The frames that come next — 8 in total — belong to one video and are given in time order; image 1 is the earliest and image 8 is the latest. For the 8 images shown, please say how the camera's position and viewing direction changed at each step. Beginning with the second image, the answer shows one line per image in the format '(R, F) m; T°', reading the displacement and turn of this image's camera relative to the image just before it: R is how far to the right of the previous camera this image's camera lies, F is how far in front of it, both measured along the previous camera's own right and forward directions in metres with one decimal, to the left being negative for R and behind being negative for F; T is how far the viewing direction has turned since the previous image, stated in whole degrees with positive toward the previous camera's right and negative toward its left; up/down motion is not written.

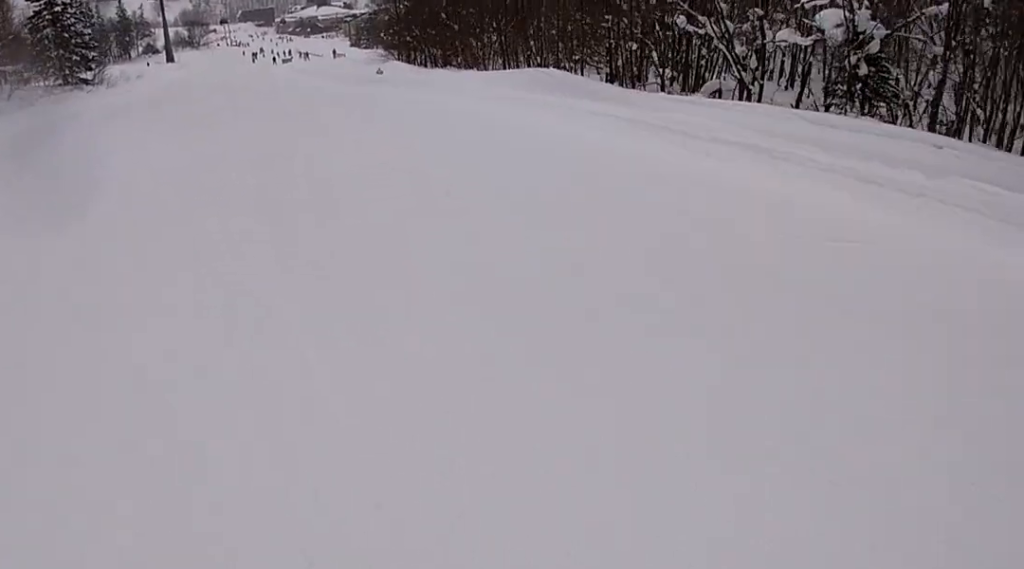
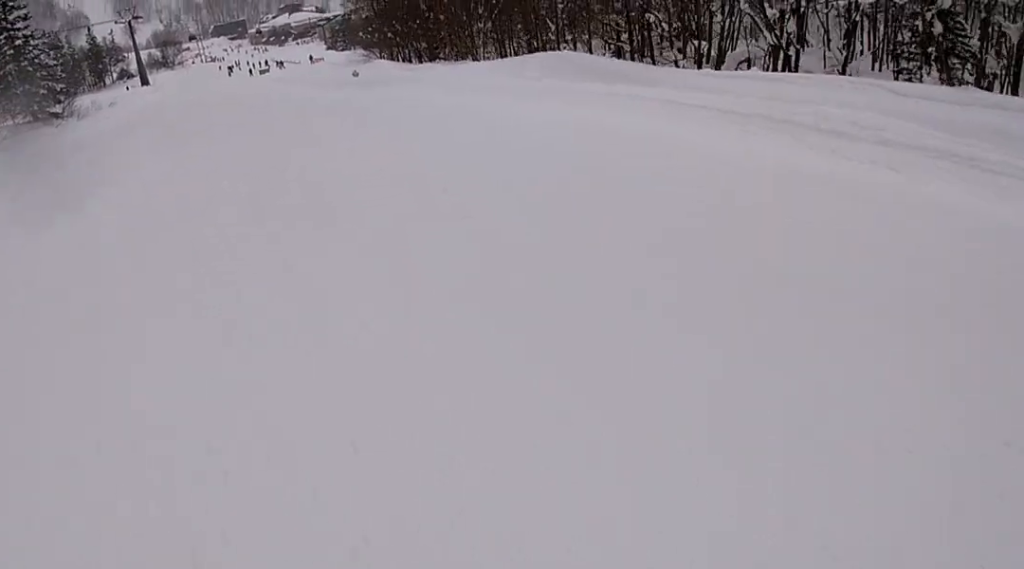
(+0.3, +3.9) m; +5°
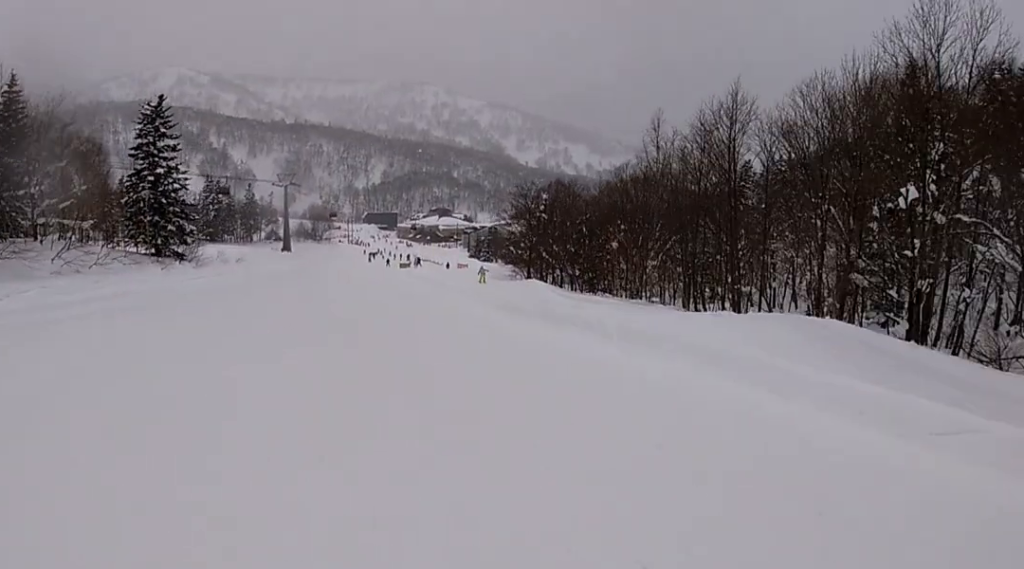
(+1.0, +9.0) m; +7°
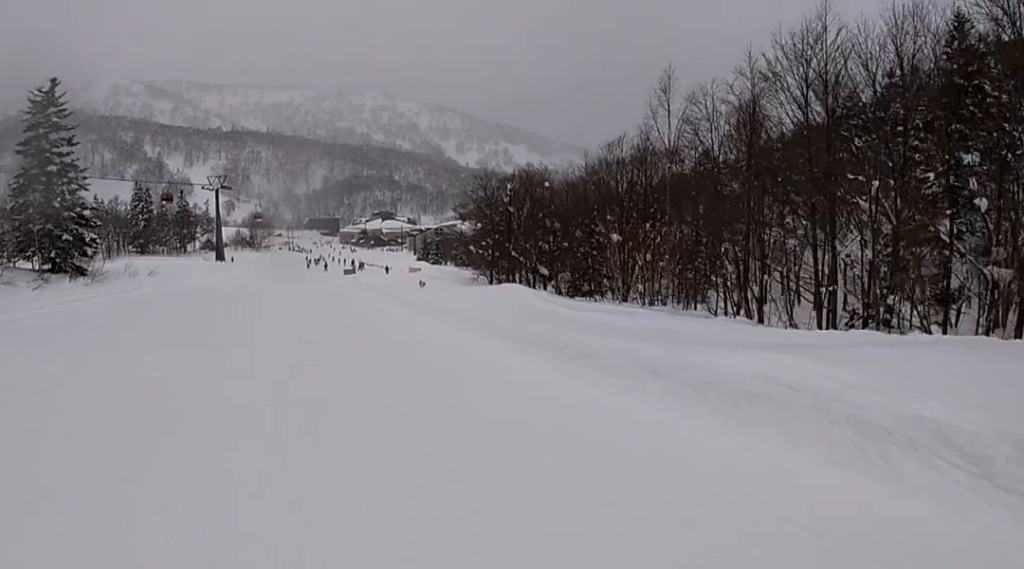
(+0.1, +10.1) m; +1°
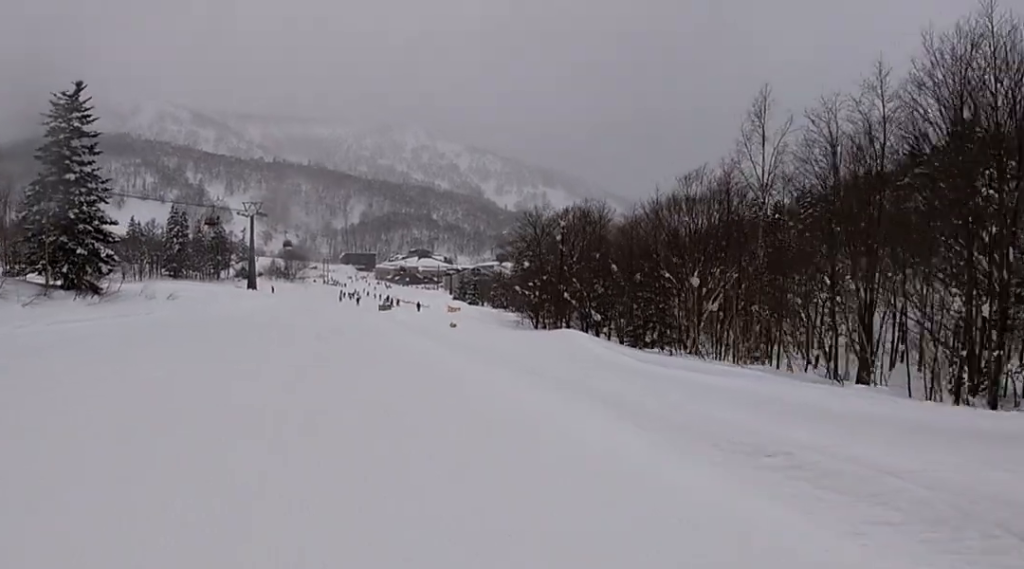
(0.0, +5.1) m; 0°
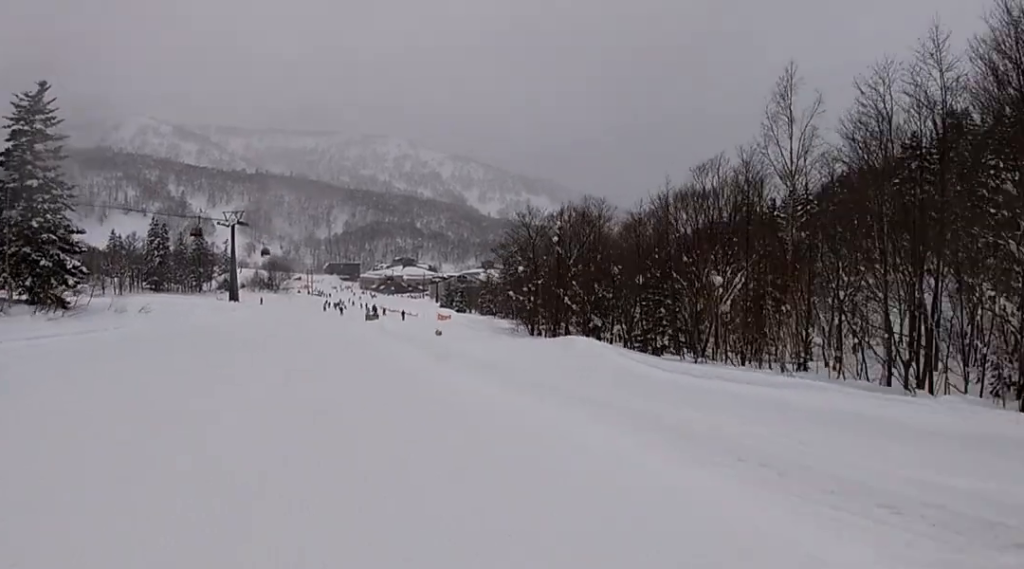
(0.0, +3.5) m; -1°
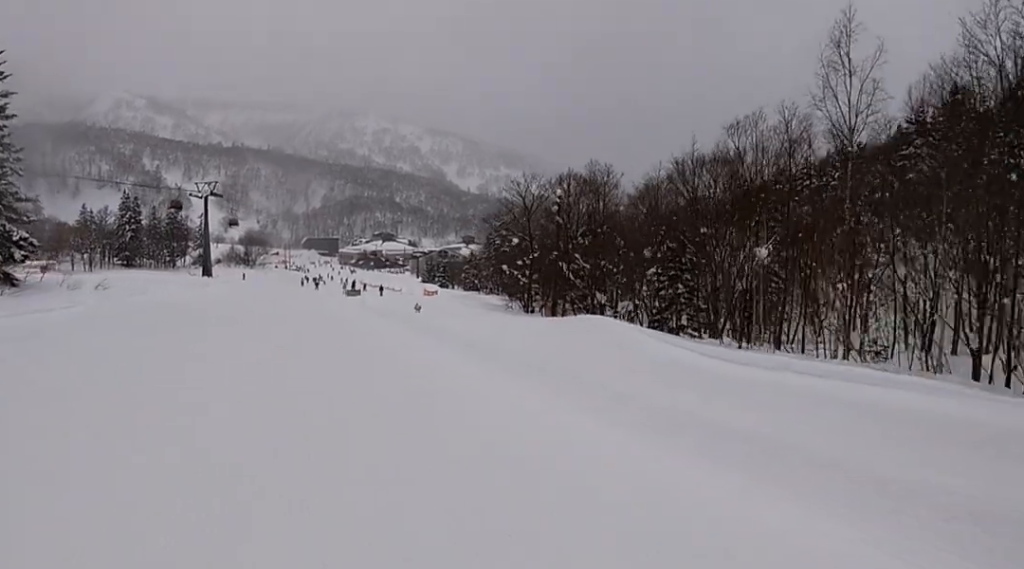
(0.0, +4.4) m; -7°
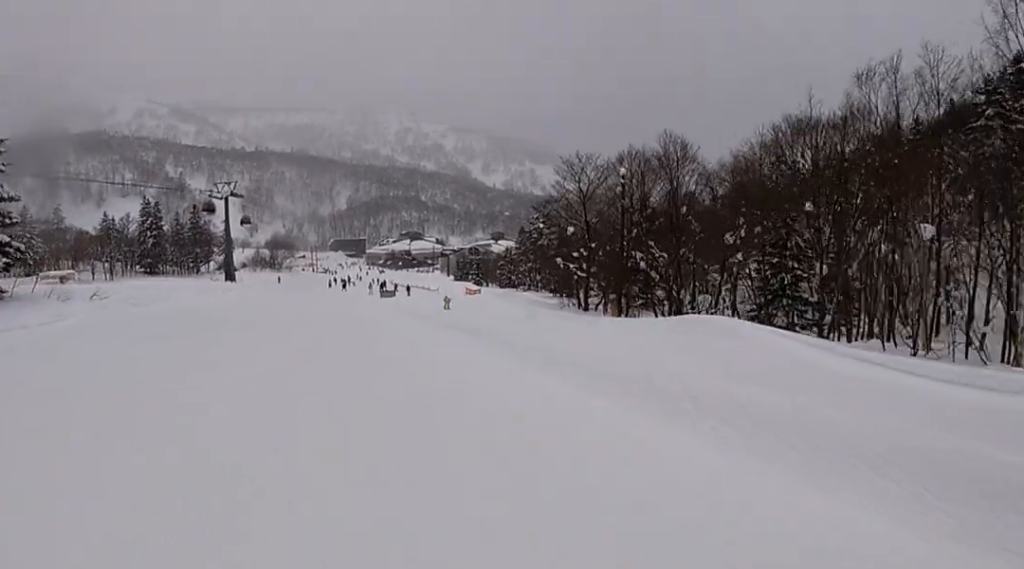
(-0.7, +6.4) m; -4°
